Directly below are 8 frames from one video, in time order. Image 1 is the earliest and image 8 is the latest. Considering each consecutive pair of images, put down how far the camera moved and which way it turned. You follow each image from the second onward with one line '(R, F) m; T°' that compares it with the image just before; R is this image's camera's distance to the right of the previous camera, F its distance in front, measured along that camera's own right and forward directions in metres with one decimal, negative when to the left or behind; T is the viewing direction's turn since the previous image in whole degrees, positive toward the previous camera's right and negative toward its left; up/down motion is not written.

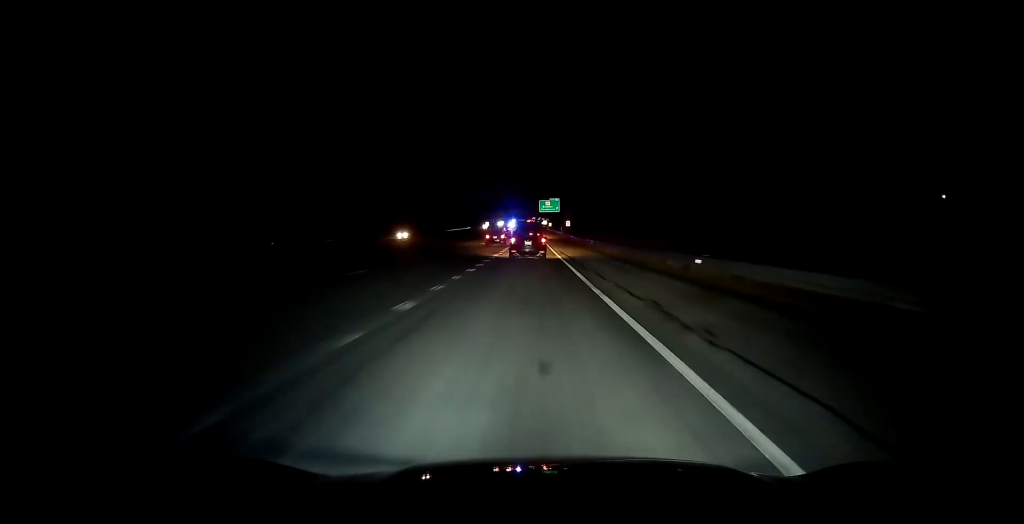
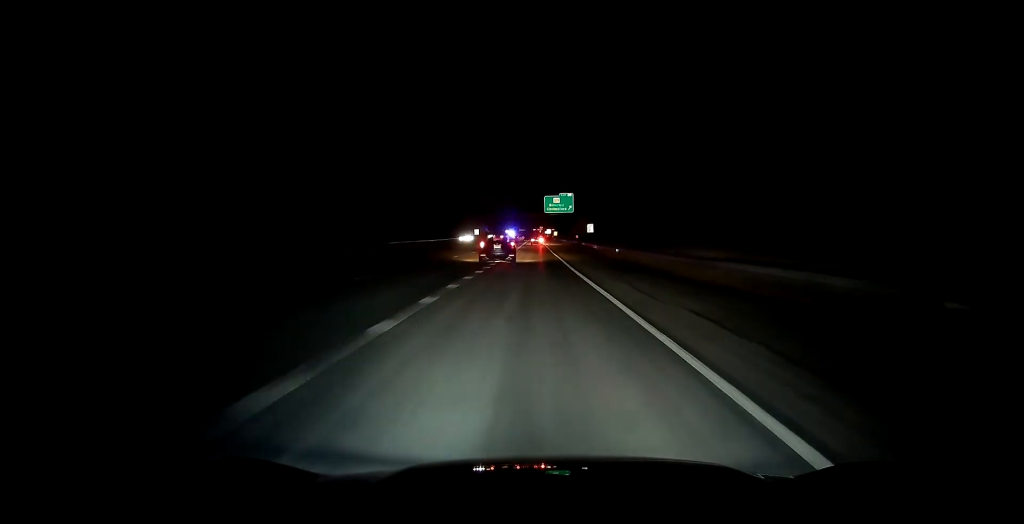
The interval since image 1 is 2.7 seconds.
(+0.7, +51.9) m; 0°
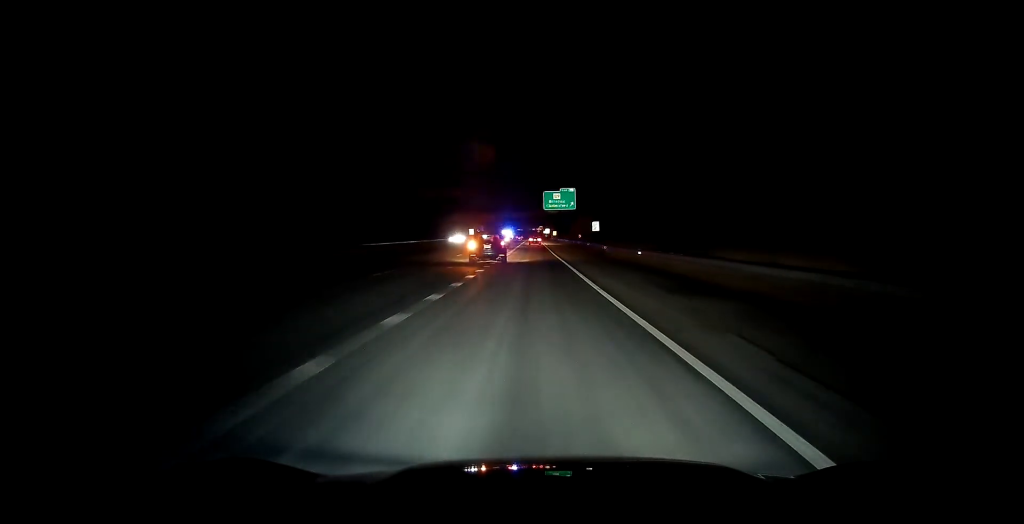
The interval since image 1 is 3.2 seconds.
(-0.3, +10.9) m; 0°
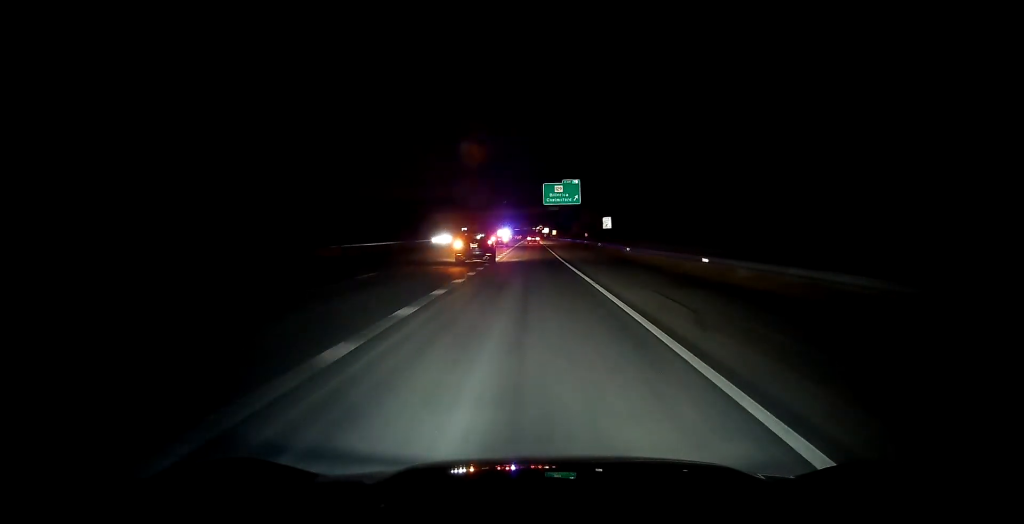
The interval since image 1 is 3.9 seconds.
(-0.1, +13.5) m; 0°
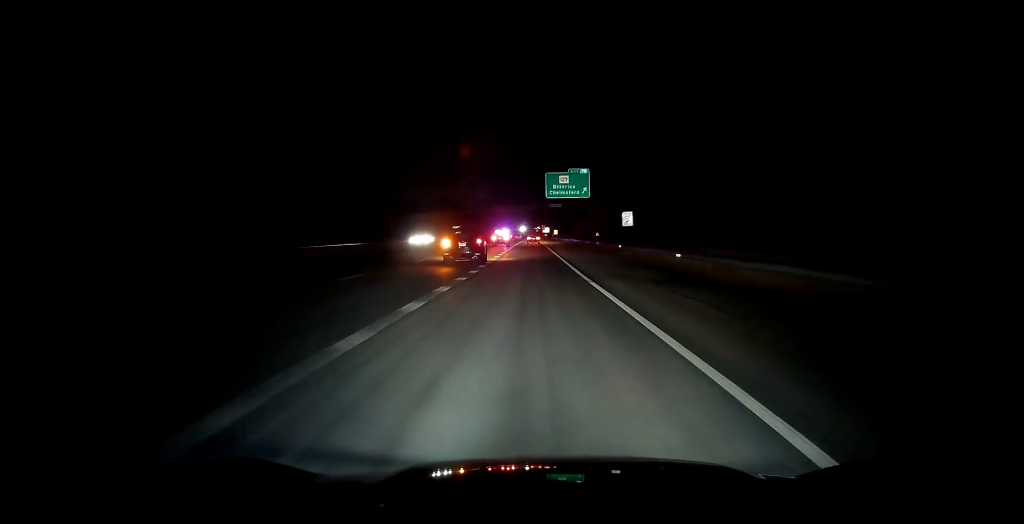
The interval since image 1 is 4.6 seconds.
(+0.2, +14.1) m; 0°
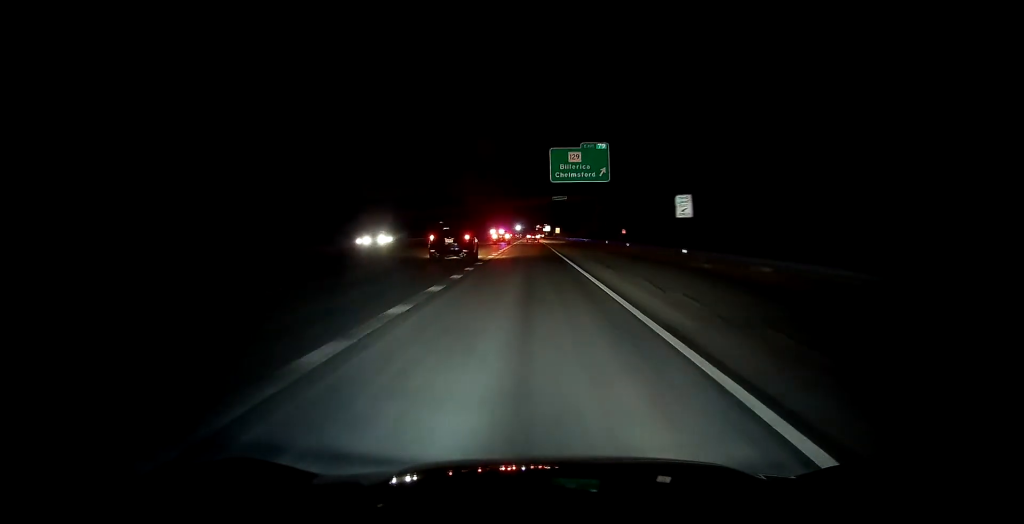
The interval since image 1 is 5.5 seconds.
(-0.2, +19.5) m; +1°
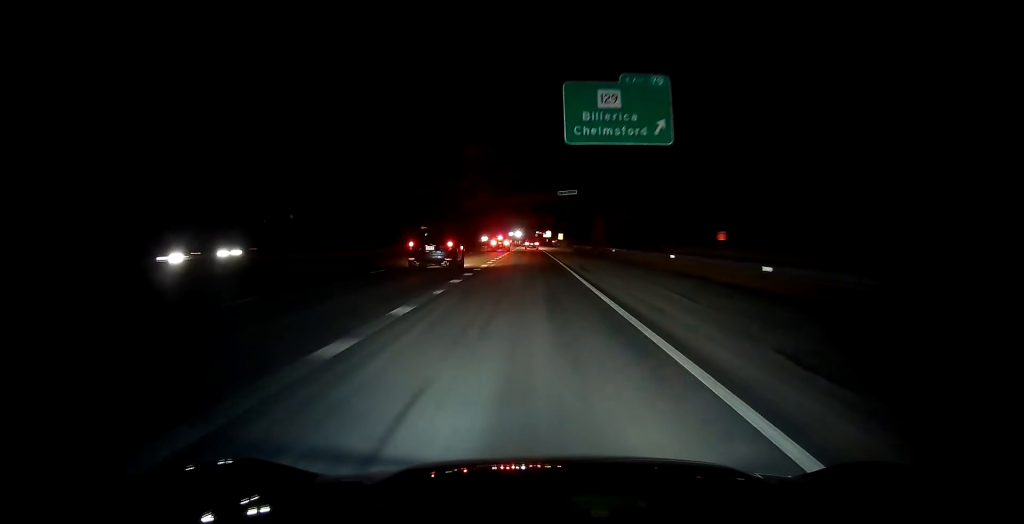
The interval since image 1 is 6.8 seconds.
(+0.4, +24.8) m; 0°
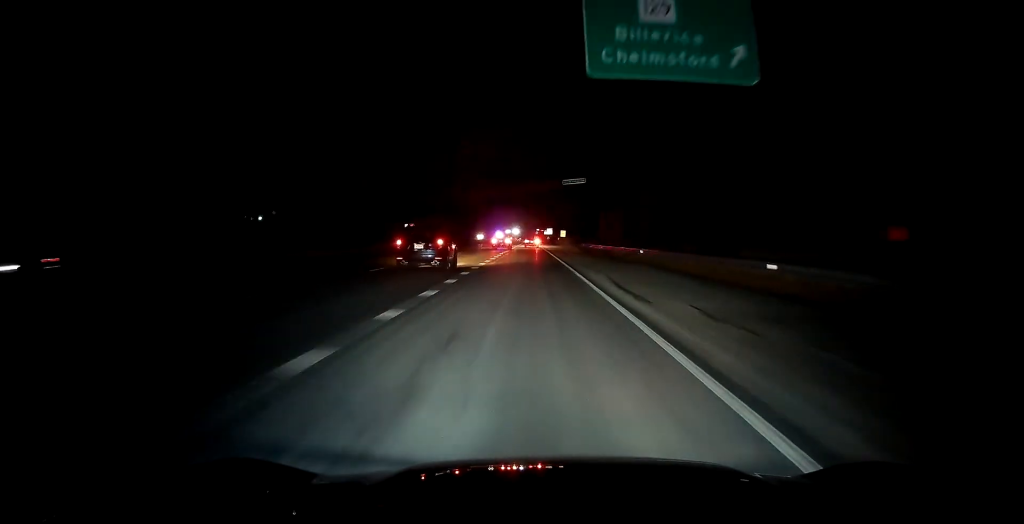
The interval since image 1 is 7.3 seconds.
(-0.2, +11.1) m; 0°
